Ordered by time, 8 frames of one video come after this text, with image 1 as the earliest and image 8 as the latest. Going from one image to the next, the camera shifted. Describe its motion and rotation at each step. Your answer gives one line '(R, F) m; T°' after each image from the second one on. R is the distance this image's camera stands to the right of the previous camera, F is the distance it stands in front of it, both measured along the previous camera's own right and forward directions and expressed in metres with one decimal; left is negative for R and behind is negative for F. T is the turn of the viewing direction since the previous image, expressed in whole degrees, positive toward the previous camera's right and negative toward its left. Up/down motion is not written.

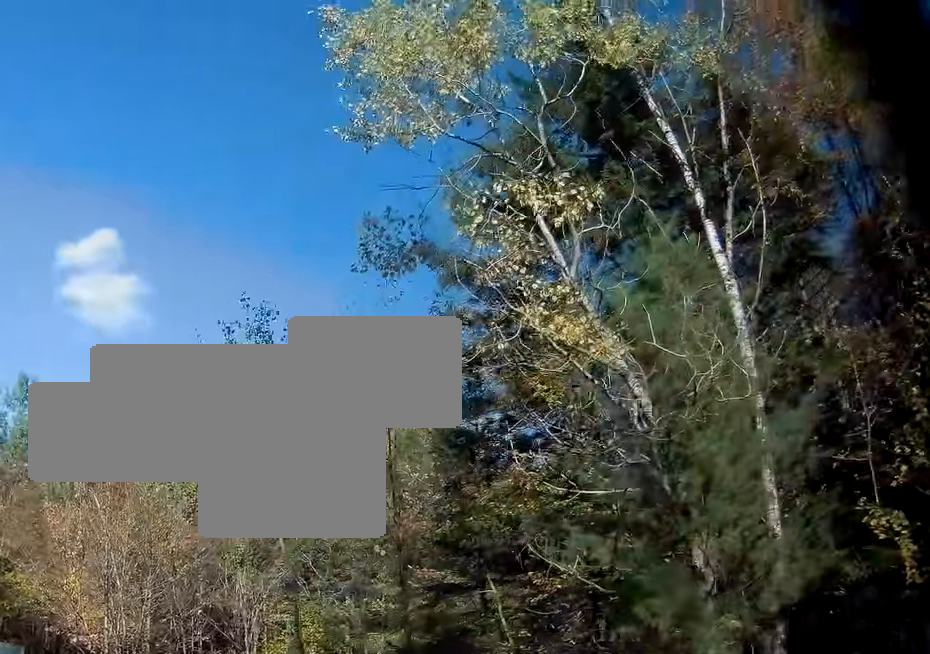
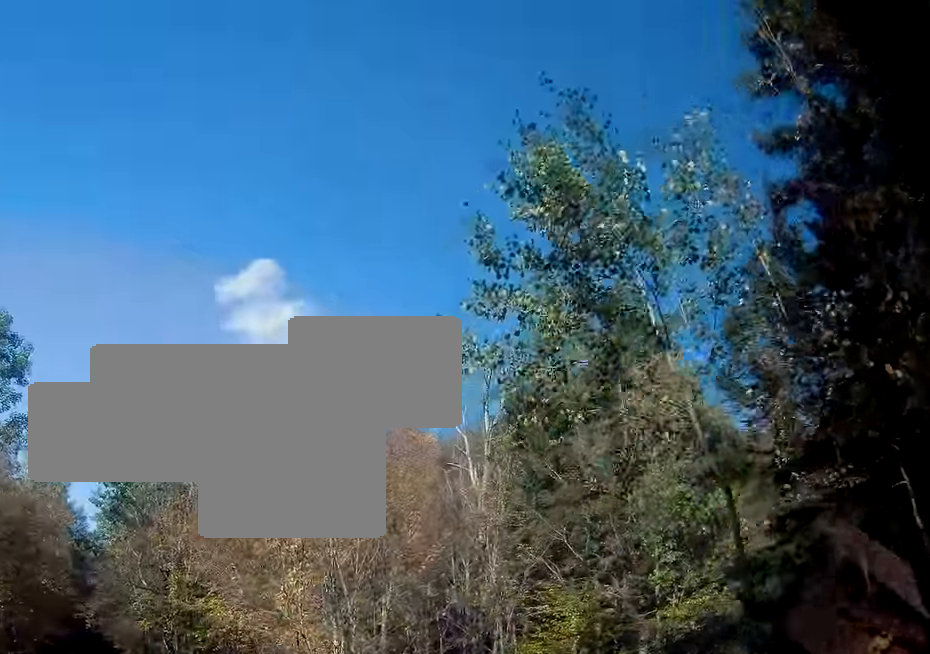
(-0.8, +4.6) m; -14°
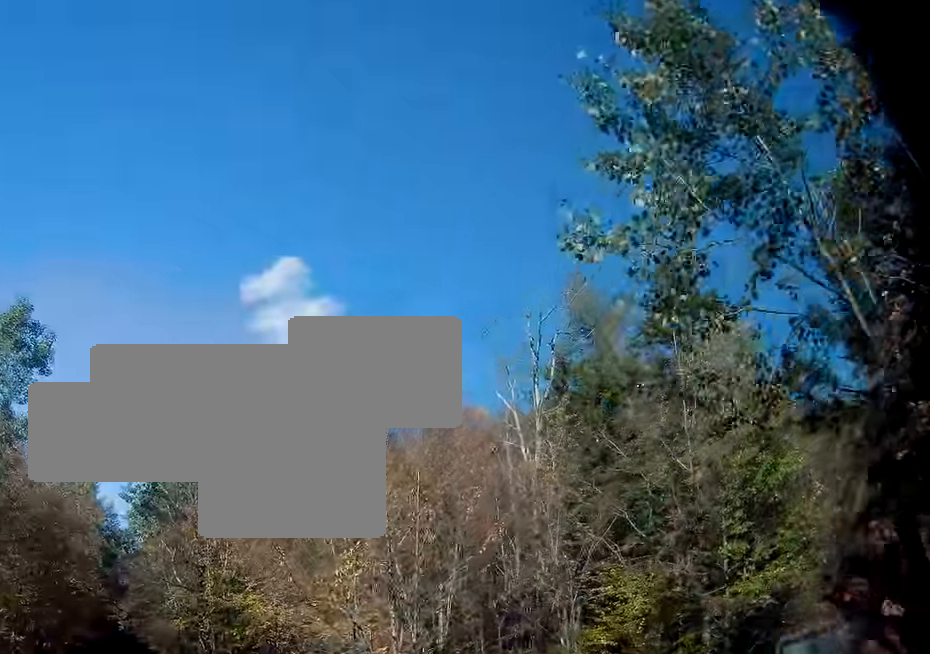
(+0.1, +1.7) m; -4°
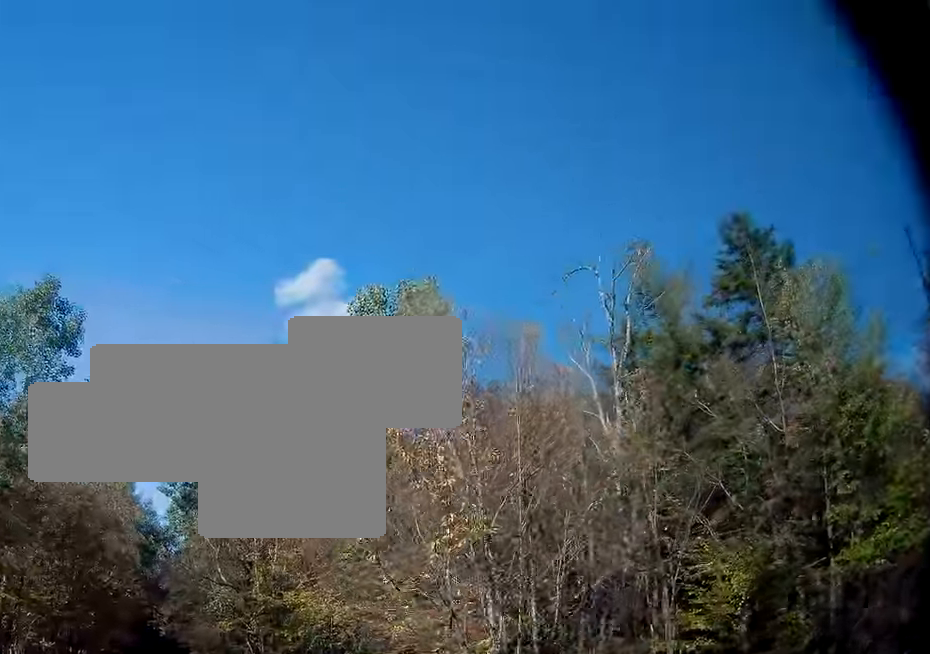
(-0.3, +2.6) m; -5°
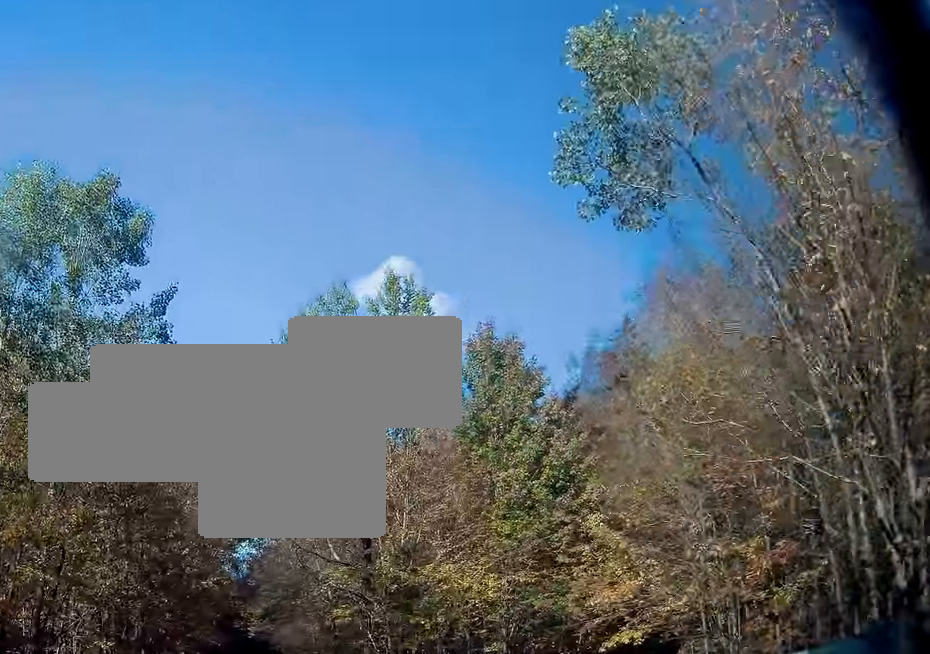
(-0.7, +7.0) m; -12°
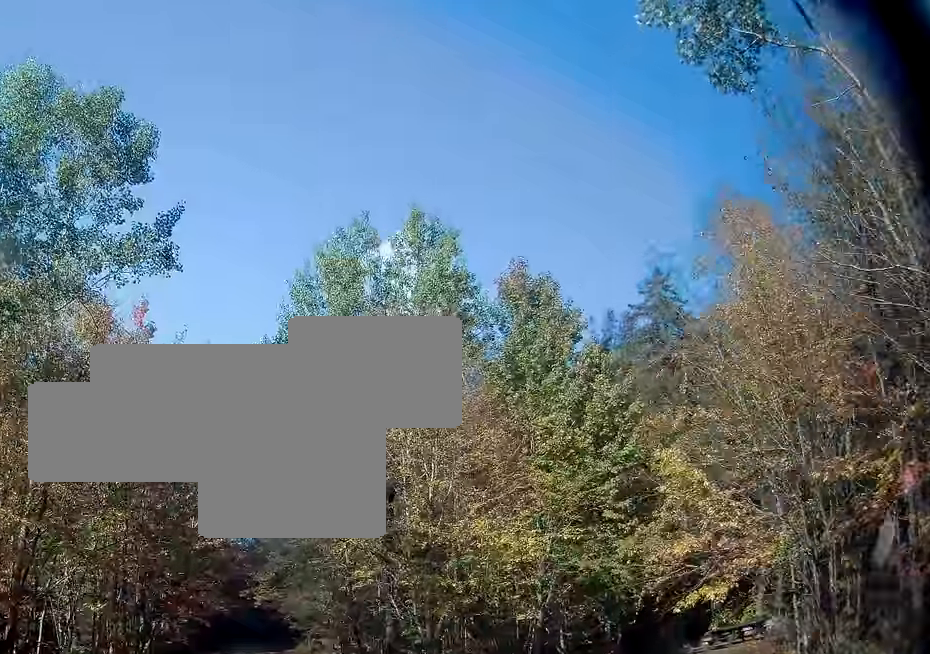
(0.0, +3.7) m; +1°
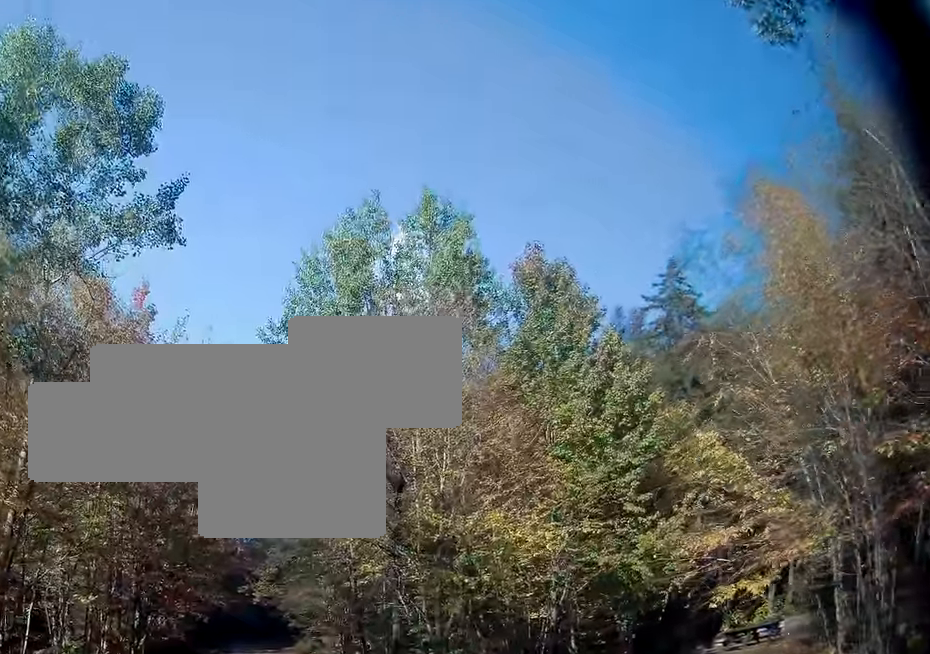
(0.0, +1.1) m; +2°
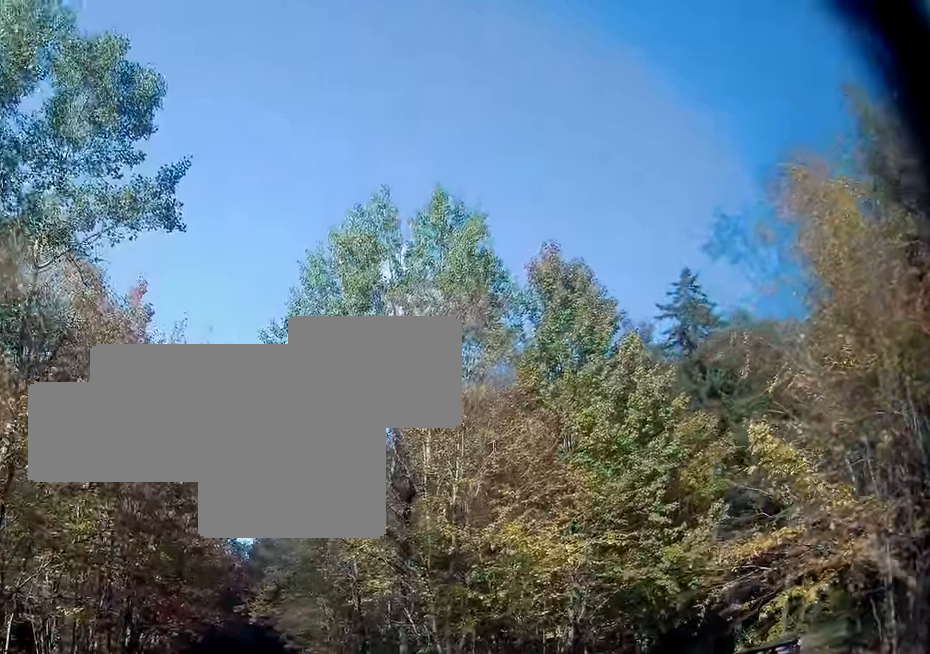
(+0.1, +1.1) m; +3°
